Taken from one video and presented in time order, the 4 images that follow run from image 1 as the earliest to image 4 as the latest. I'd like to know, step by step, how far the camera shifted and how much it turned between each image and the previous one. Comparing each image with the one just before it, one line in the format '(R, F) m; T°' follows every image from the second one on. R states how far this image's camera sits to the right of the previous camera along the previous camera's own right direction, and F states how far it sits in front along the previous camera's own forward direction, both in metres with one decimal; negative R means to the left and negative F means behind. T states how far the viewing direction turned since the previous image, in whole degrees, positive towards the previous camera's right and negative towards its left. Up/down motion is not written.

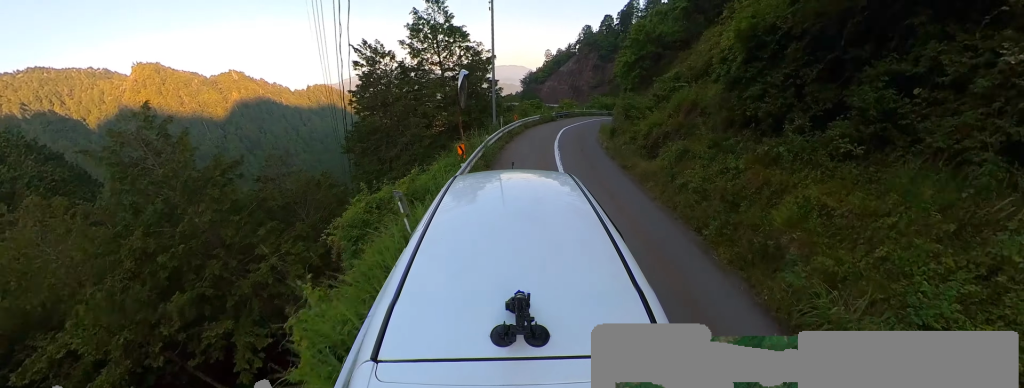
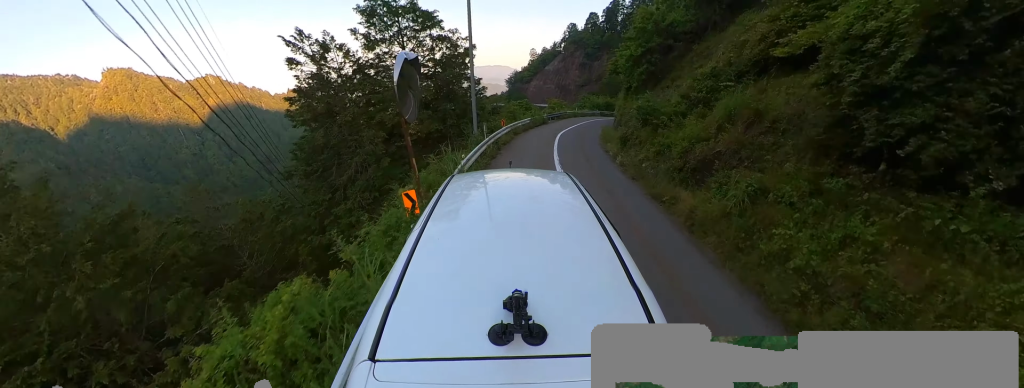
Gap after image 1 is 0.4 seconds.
(-0.3, +3.7) m; 0°
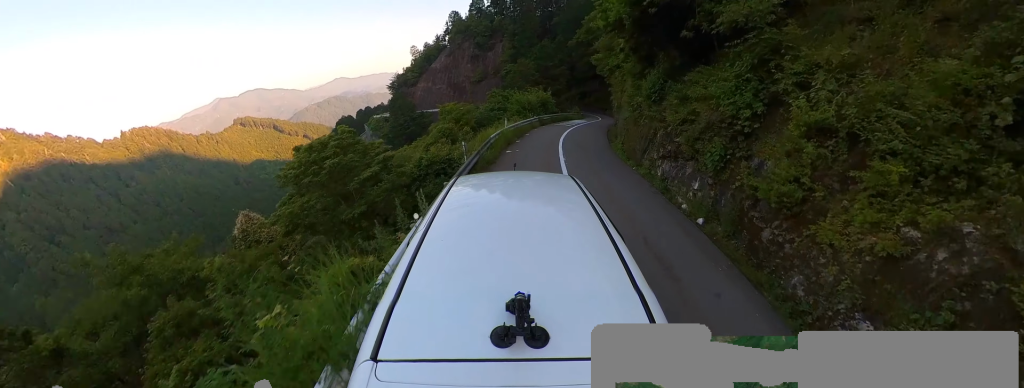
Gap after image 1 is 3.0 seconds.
(+7.9, +22.0) m; +29°
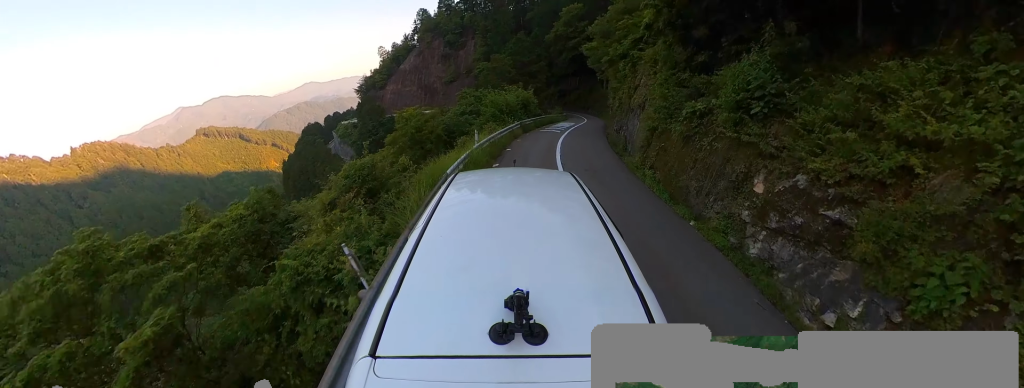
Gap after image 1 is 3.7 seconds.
(+0.3, +5.4) m; +7°
